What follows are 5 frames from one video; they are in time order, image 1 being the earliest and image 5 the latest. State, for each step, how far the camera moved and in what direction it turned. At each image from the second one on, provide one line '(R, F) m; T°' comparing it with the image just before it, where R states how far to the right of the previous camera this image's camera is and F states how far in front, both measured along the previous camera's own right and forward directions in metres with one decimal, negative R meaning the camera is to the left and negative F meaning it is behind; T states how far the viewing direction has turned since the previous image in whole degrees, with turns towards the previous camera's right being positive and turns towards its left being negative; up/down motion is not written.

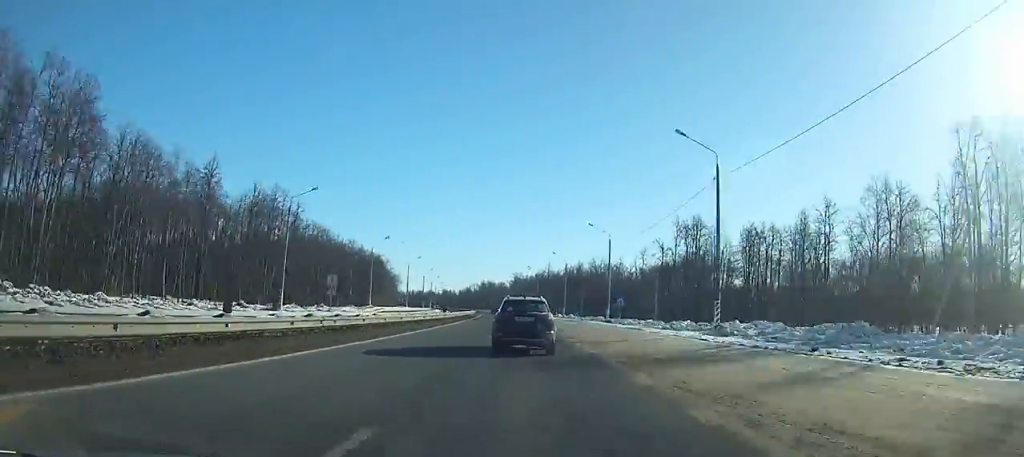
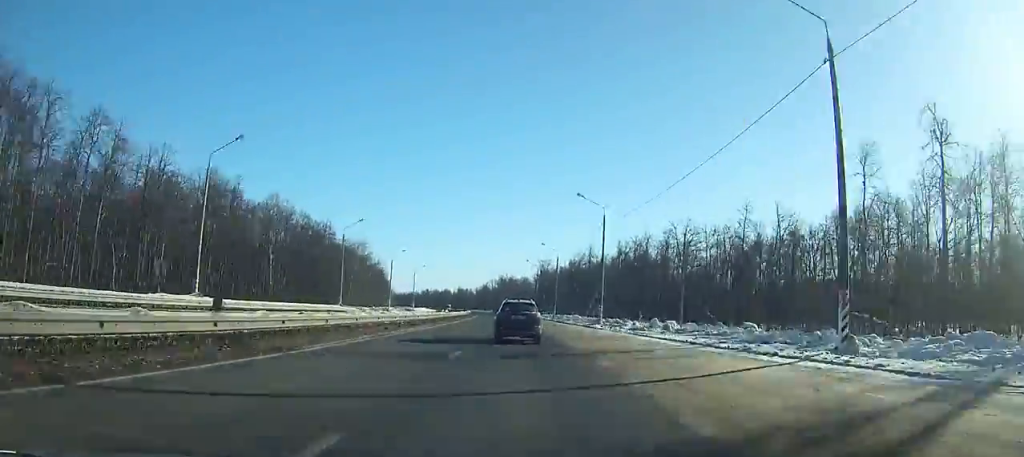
(-1.5, +84.0) m; -2°
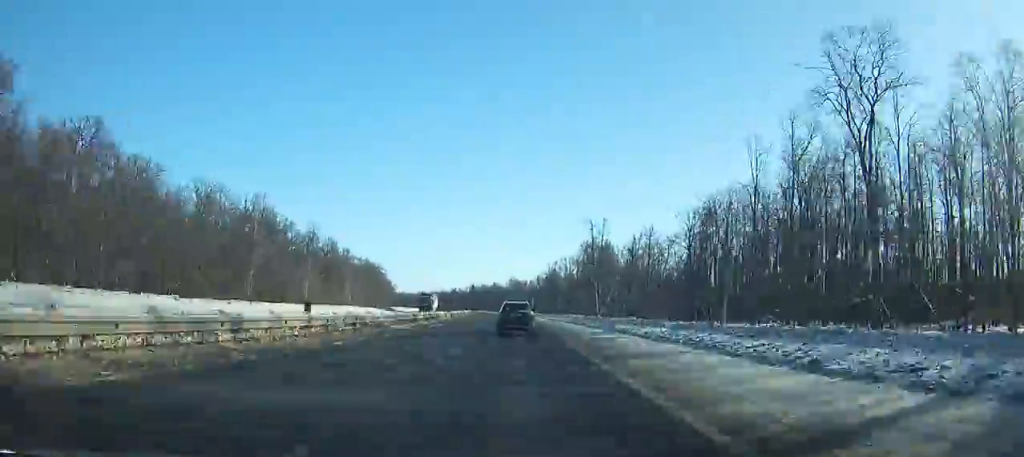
(-12.8, +201.0) m; -7°
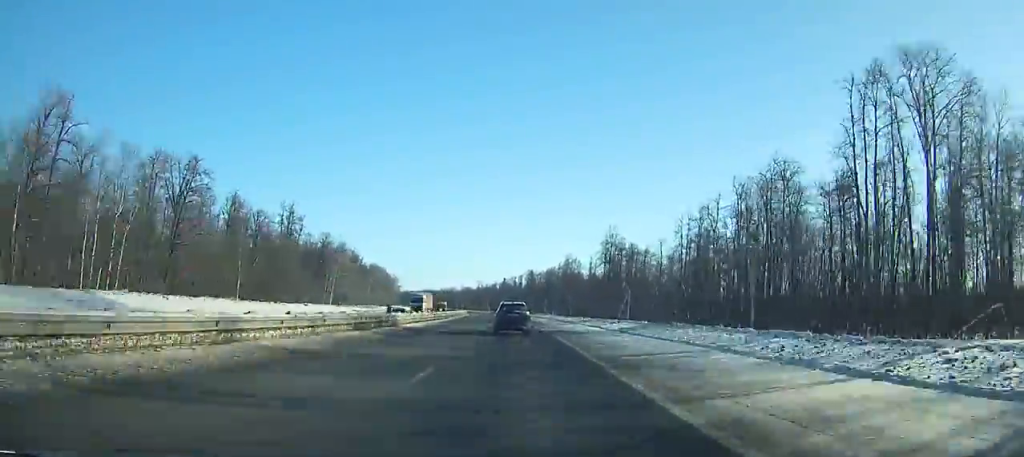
(-10.4, +196.0) m; -6°
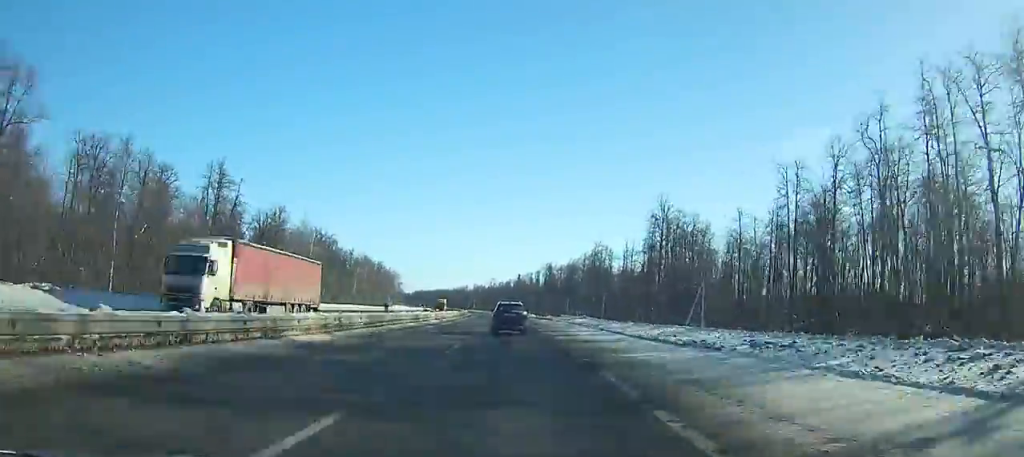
(-0.5, +43.1) m; -2°
